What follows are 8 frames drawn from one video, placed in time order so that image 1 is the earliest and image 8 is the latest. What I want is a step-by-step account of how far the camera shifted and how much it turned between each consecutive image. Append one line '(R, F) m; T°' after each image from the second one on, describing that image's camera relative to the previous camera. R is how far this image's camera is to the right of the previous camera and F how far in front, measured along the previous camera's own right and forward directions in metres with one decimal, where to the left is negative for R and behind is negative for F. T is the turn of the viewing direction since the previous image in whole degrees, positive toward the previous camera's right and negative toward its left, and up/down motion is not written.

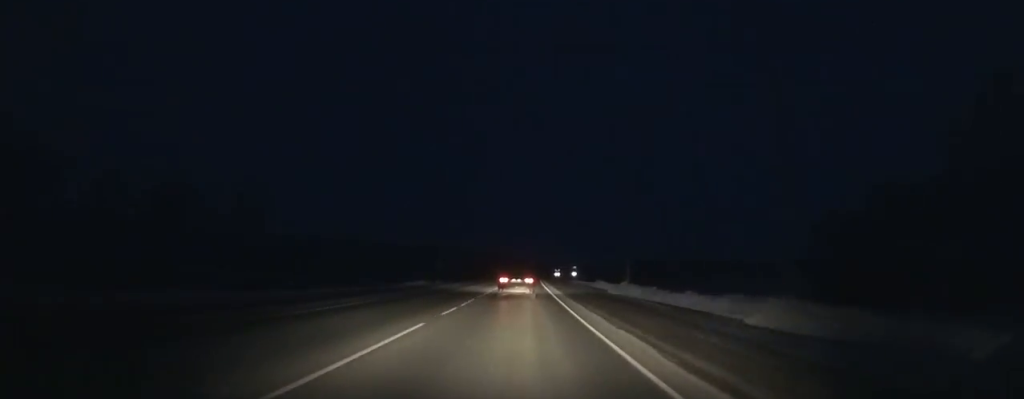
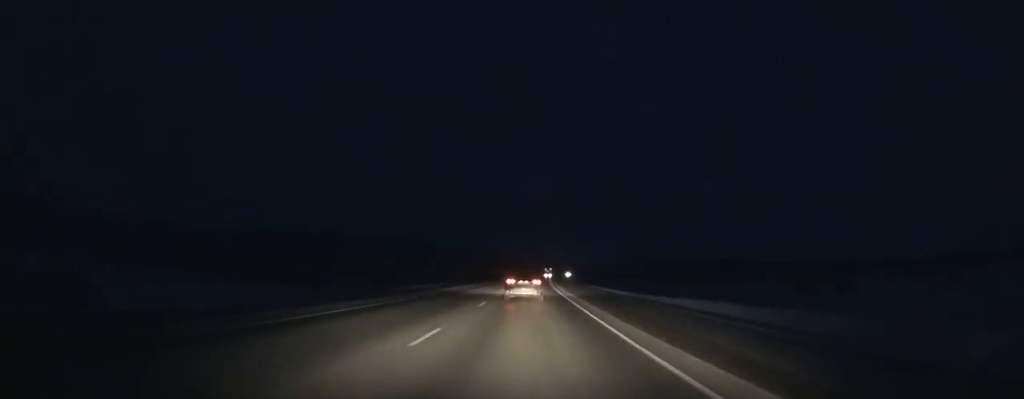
(+0.6, +82.2) m; +2°
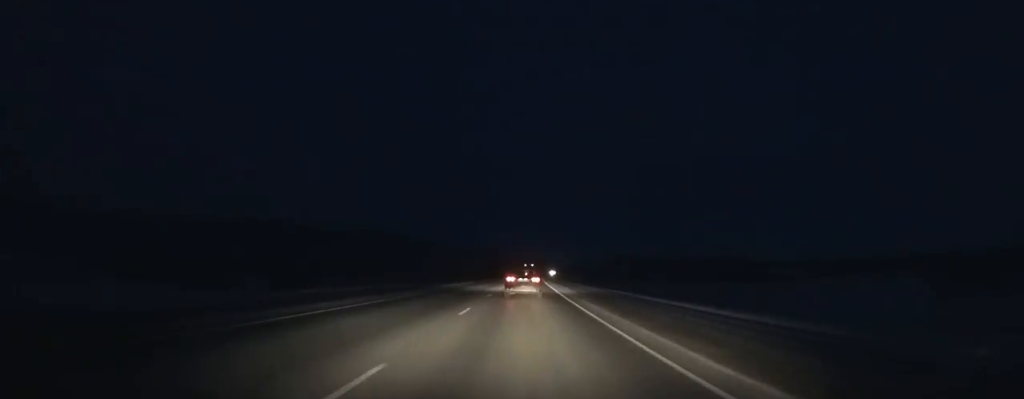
(+0.7, +40.3) m; +1°
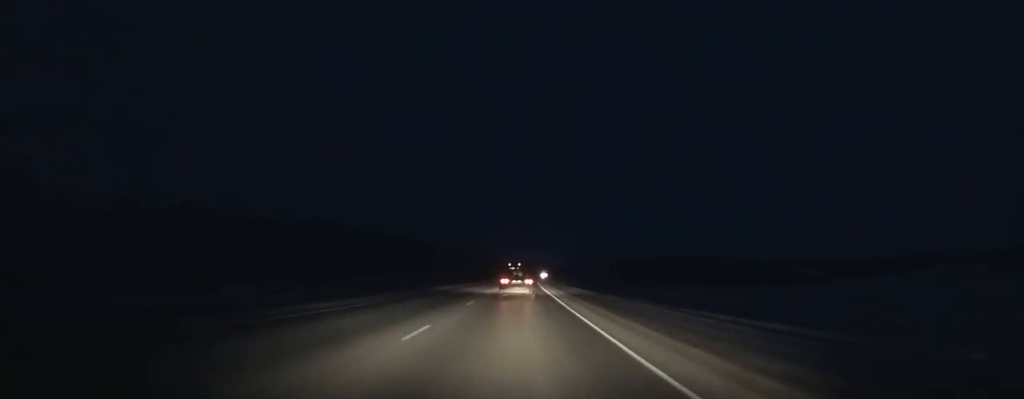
(+0.2, +30.2) m; +1°
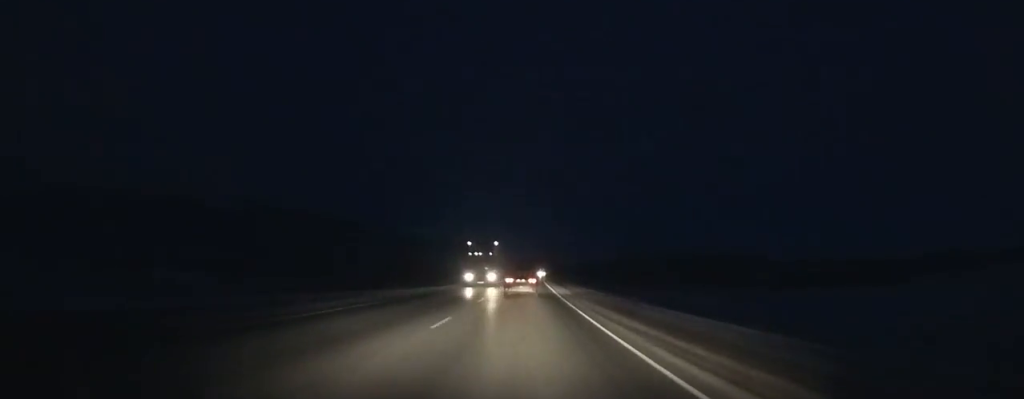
(0.0, +46.4) m; +1°
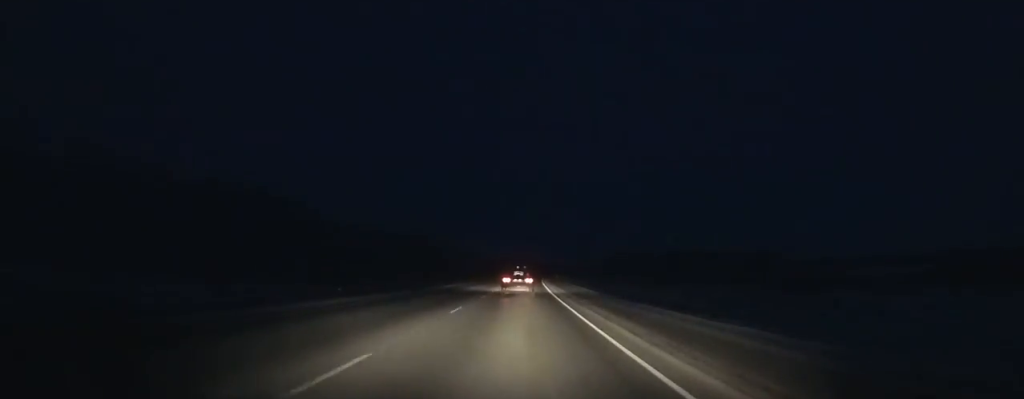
(+1.3, +67.5) m; +2°
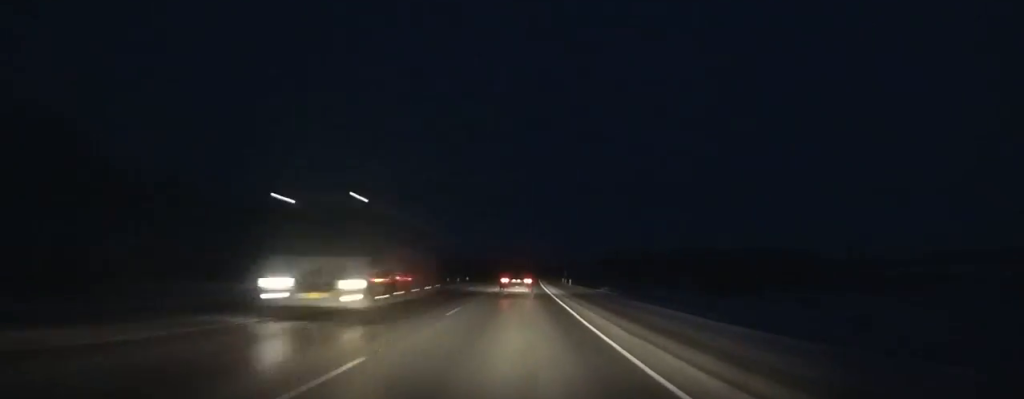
(+0.6, +70.5) m; +1°
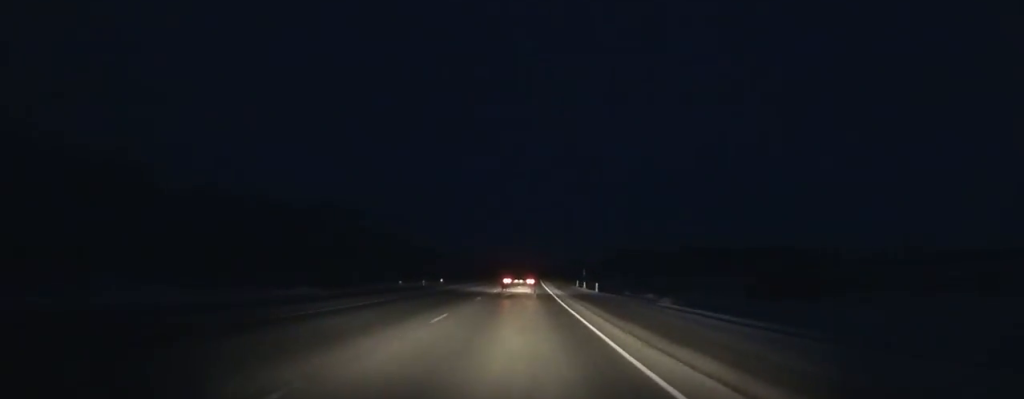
(+0.2, +27.2) m; 0°
